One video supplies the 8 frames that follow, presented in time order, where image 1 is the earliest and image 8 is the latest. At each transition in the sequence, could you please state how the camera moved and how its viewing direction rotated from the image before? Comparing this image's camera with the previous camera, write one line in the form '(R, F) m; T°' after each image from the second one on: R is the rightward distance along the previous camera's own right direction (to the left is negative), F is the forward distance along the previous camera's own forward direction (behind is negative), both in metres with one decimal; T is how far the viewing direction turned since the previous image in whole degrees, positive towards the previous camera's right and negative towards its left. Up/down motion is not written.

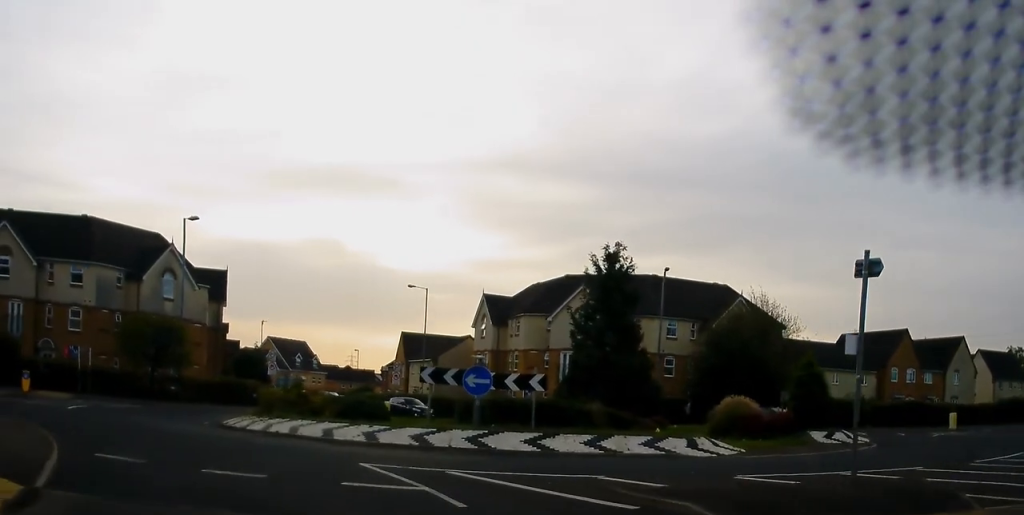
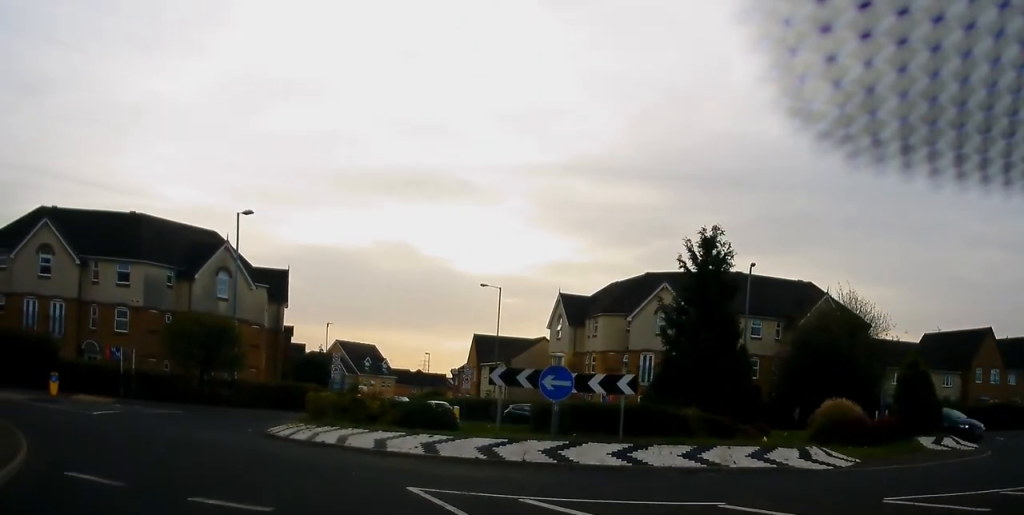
(0.0, +3.1) m; -1°
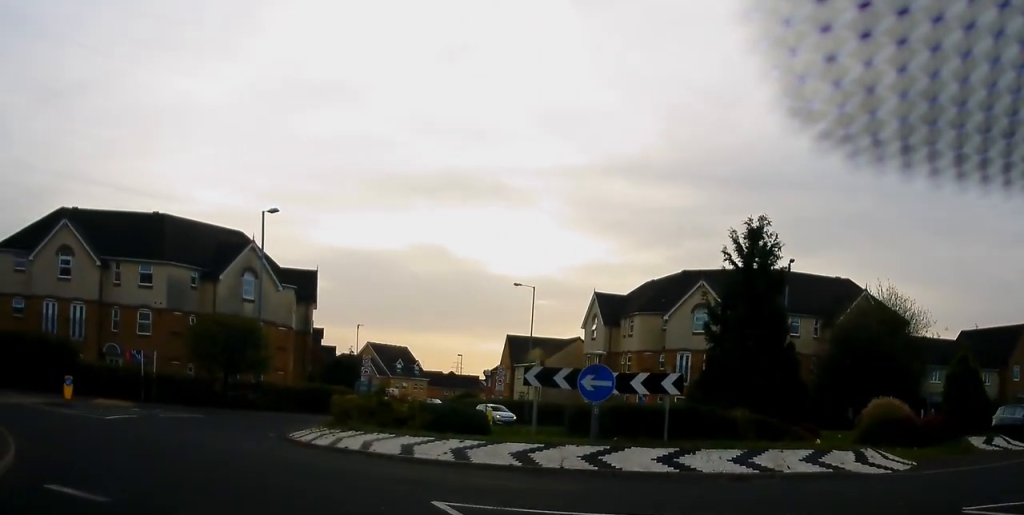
(0.0, +1.3) m; 0°
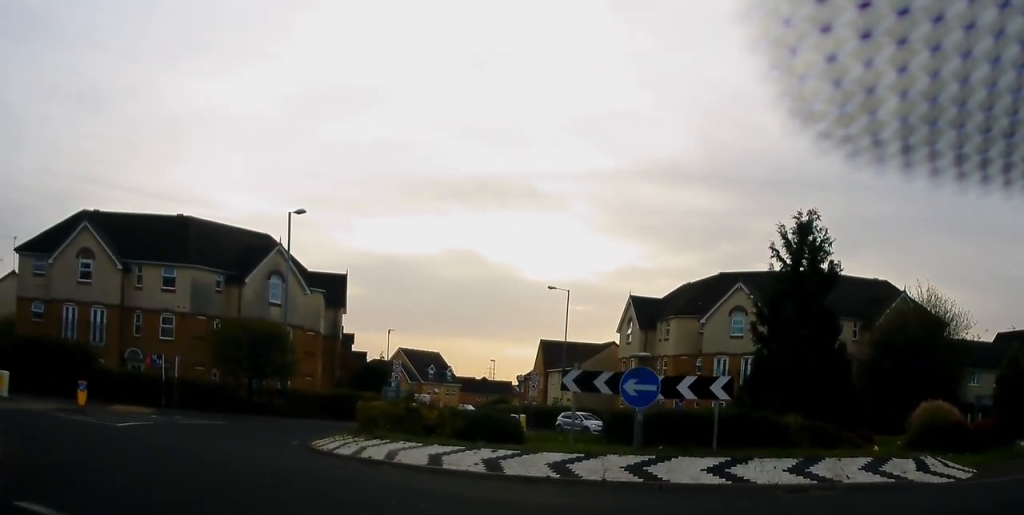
(0.0, +1.9) m; -3°
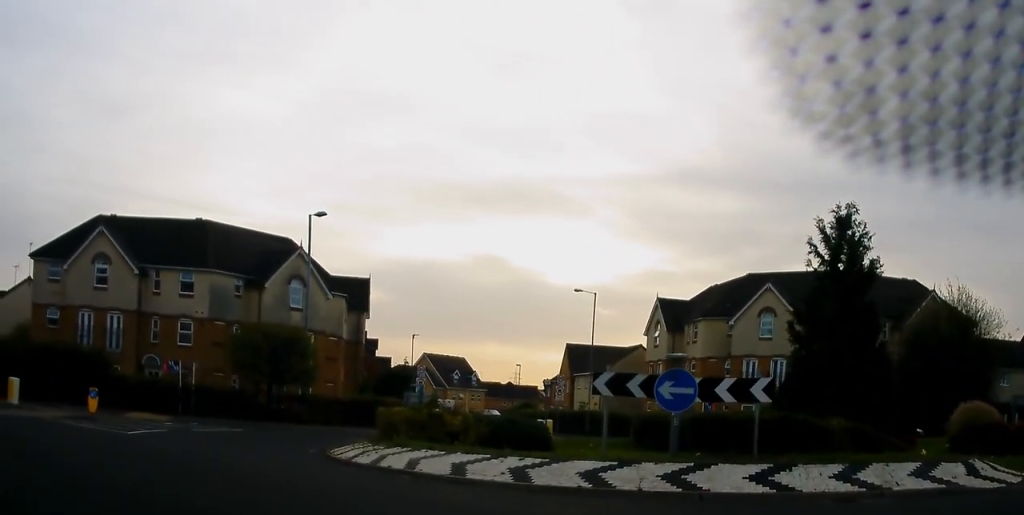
(+0.2, +1.1) m; -10°
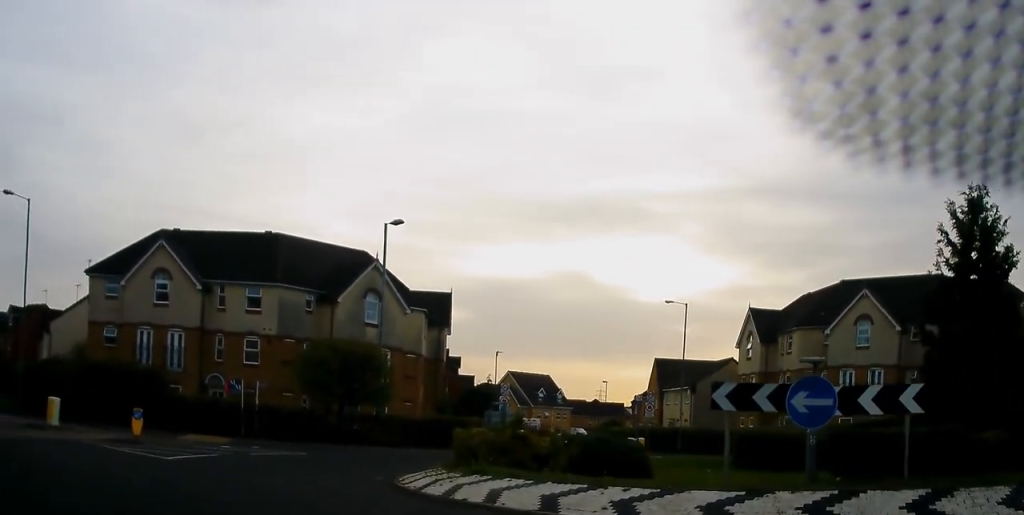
(-0.5, +2.1) m; -8°
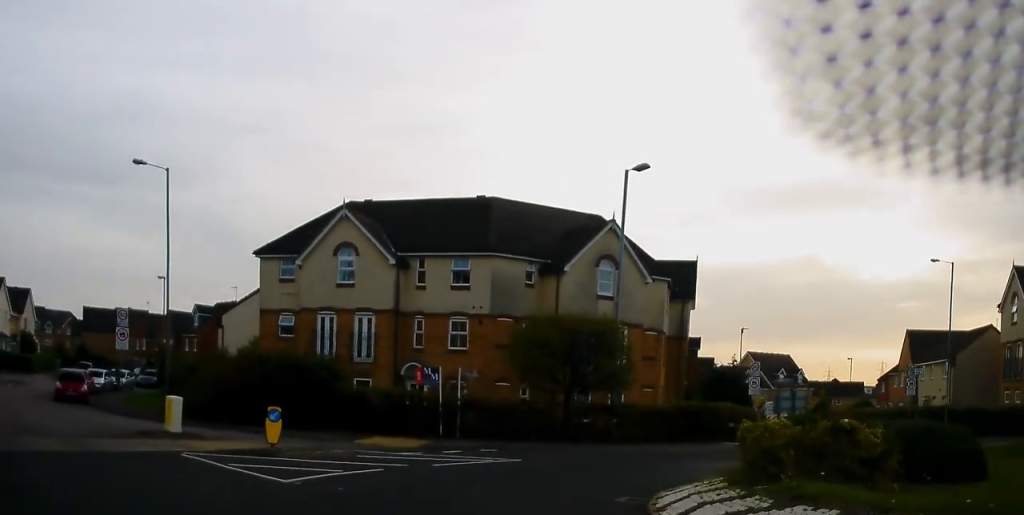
(-0.6, +6.0) m; -14°
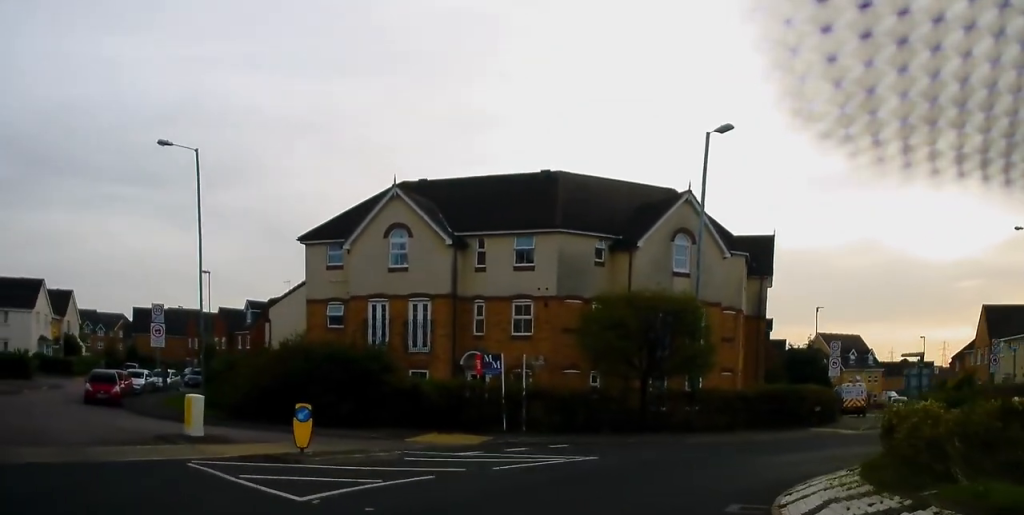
(-0.5, +2.7) m; -3°
